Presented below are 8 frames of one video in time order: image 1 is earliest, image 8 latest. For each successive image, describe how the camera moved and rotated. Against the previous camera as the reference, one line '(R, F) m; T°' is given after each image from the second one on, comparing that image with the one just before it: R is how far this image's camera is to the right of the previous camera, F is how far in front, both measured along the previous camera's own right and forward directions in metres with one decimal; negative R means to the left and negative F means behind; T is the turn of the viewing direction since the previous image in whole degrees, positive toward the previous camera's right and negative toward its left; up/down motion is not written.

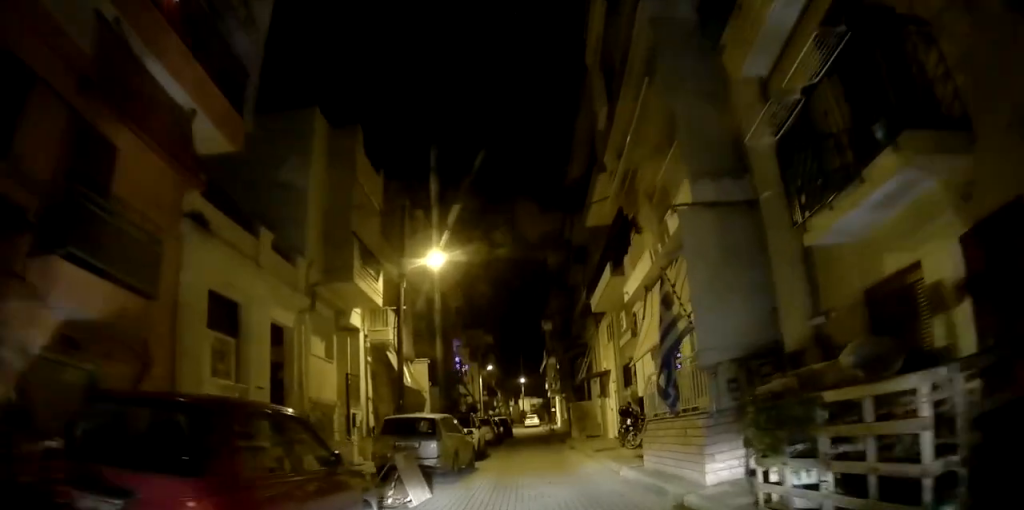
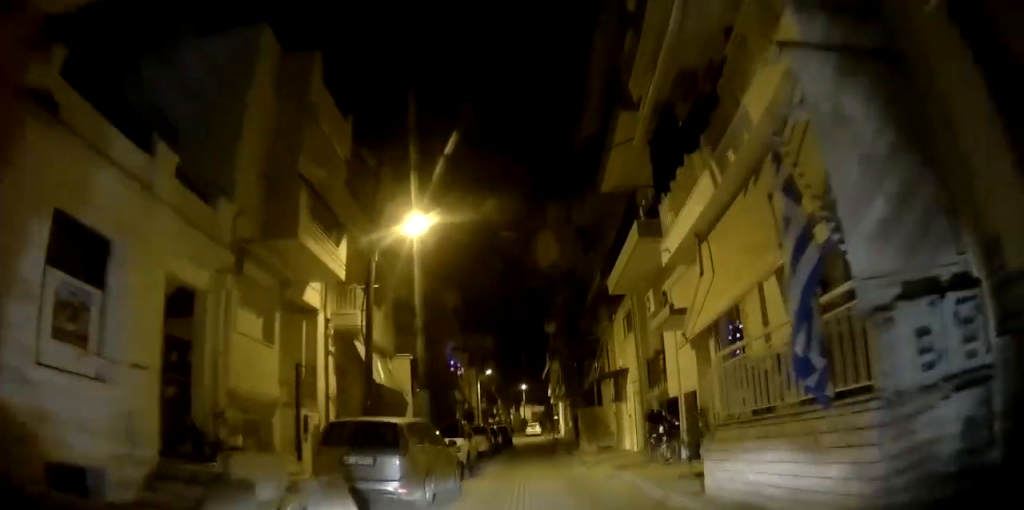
(-0.2, +4.0) m; -4°
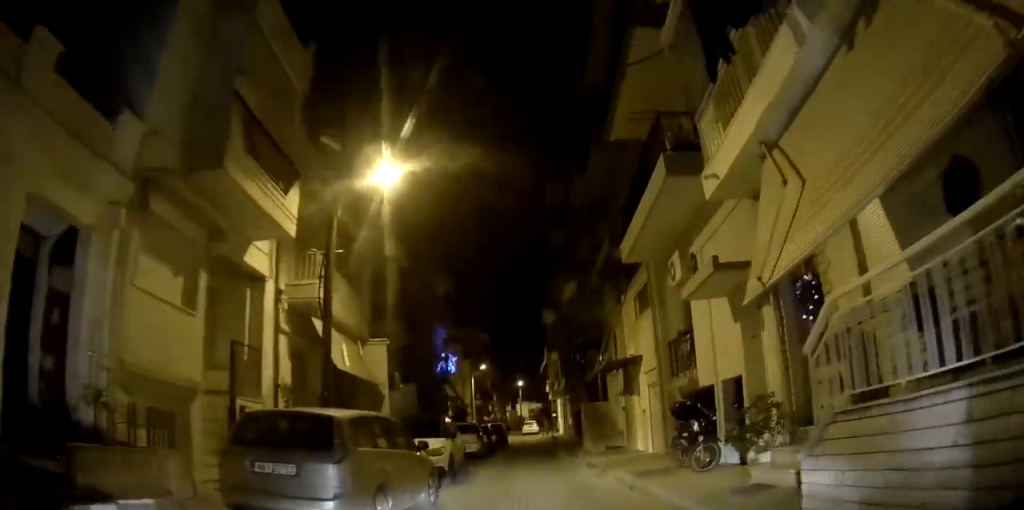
(-0.1, +2.9) m; -1°
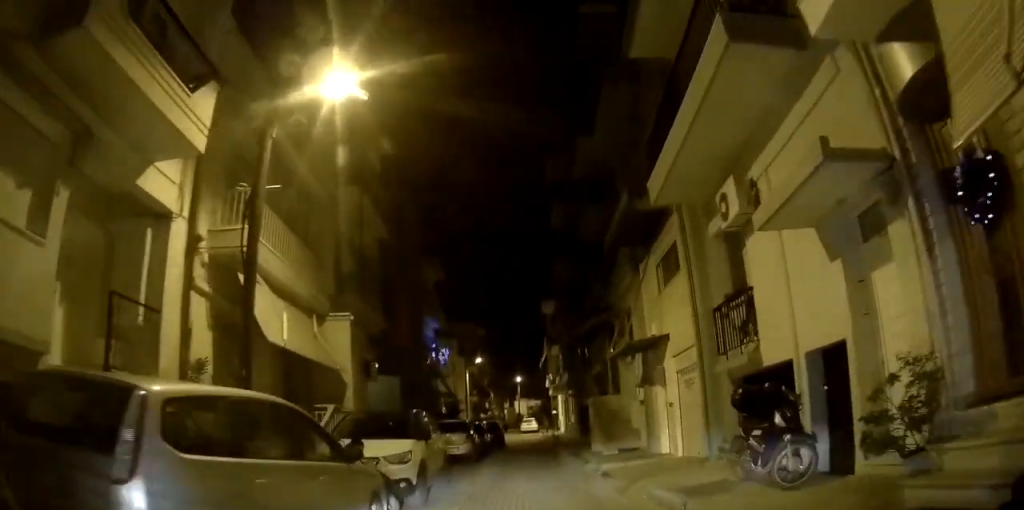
(-0.2, +3.6) m; +1°
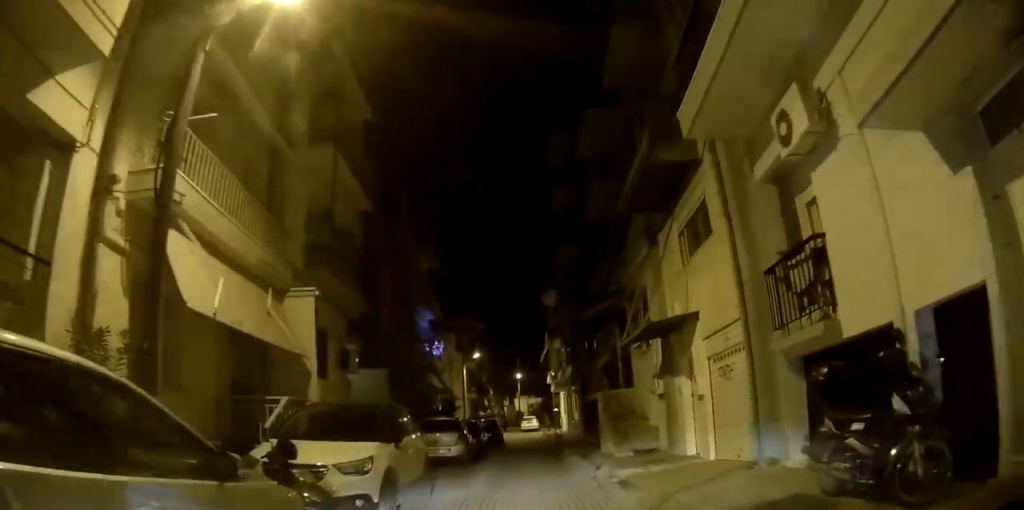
(+0.1, +2.4) m; +2°
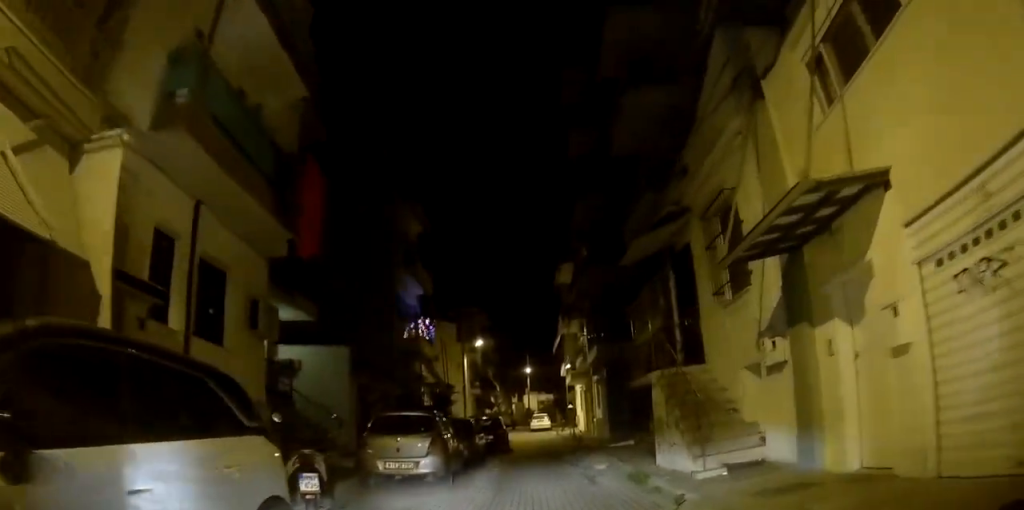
(+0.5, +6.8) m; +4°
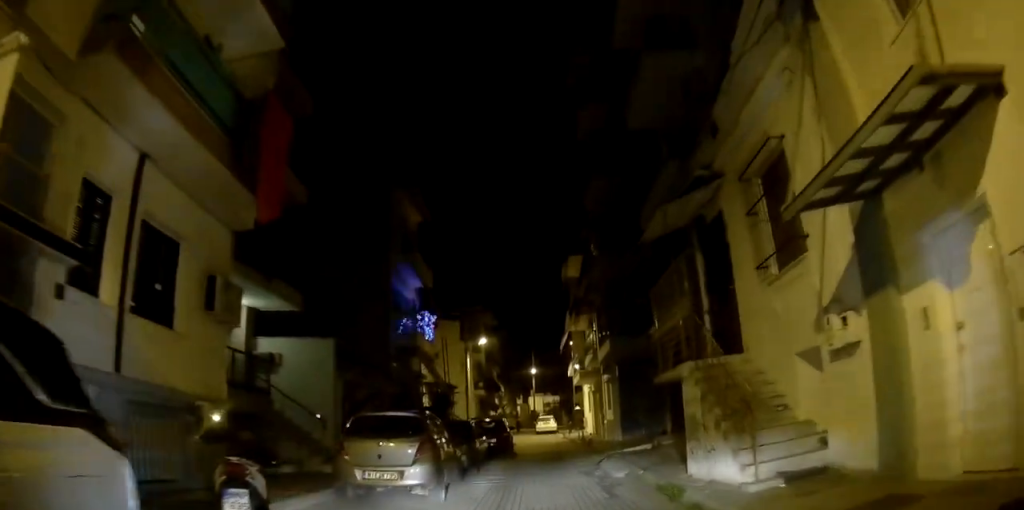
(+0.1, +2.1) m; 0°
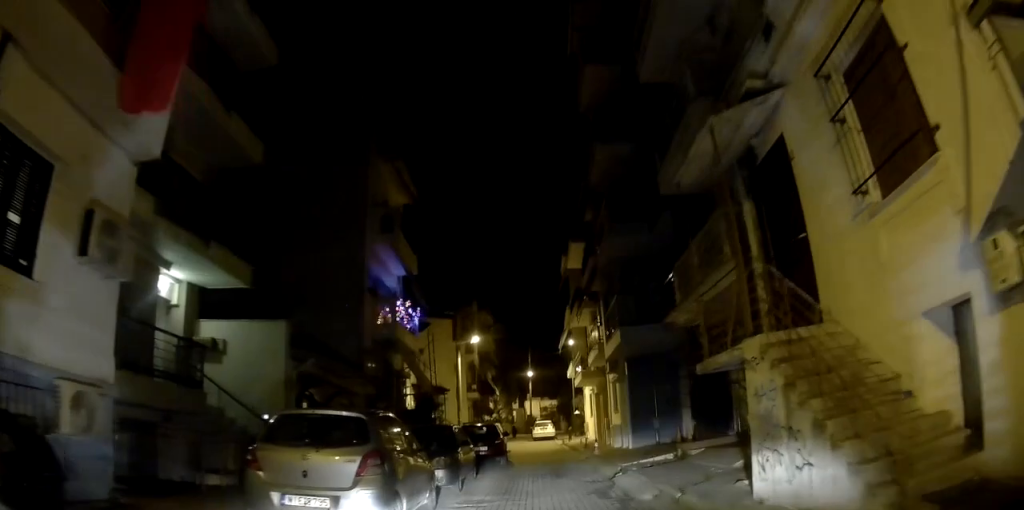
(-0.1, +3.0) m; -2°
